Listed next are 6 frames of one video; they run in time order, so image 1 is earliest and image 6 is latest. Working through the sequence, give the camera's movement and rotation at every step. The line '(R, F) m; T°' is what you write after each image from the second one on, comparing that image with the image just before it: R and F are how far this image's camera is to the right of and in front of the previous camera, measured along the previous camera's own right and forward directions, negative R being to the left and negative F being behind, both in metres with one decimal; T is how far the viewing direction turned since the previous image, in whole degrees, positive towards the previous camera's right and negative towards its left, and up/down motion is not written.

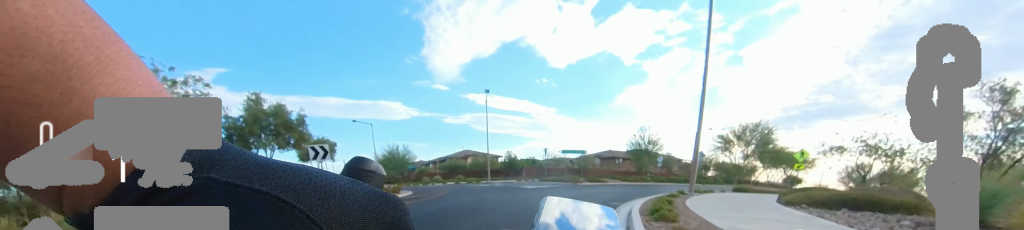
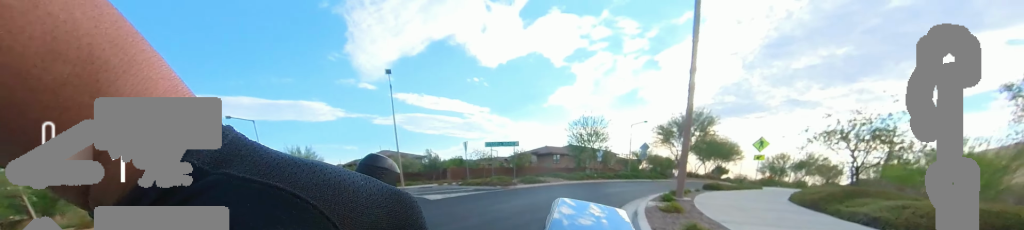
(+1.6, +5.8) m; +19°
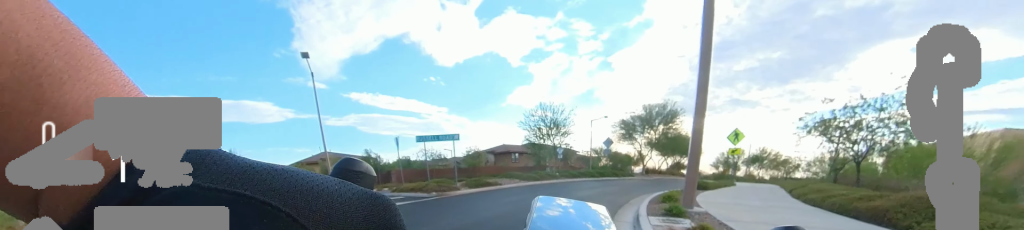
(+0.1, +3.5) m; +9°
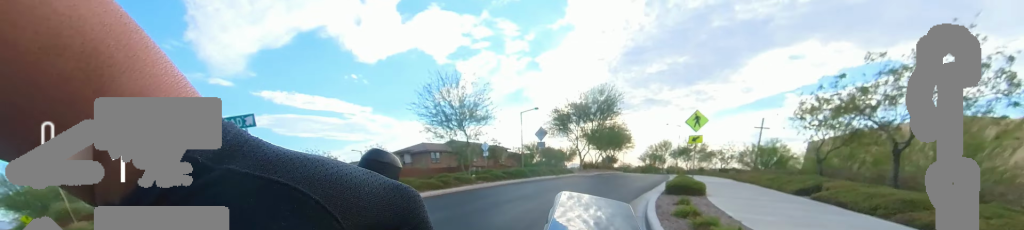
(+0.9, +5.8) m; +8°
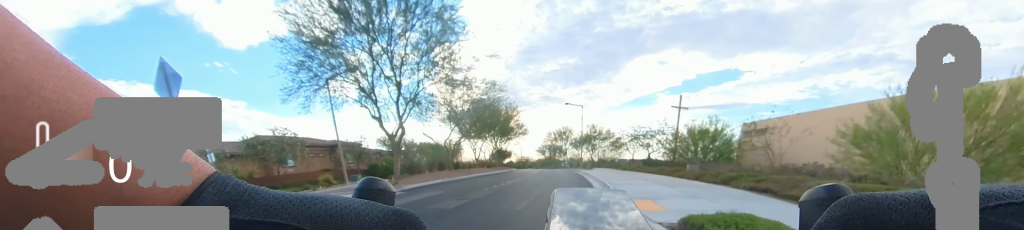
(+2.2, +17.2) m; +18°
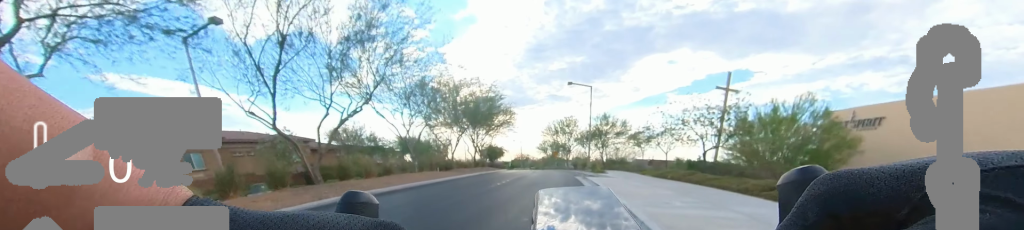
(0.0, +11.0) m; 0°
